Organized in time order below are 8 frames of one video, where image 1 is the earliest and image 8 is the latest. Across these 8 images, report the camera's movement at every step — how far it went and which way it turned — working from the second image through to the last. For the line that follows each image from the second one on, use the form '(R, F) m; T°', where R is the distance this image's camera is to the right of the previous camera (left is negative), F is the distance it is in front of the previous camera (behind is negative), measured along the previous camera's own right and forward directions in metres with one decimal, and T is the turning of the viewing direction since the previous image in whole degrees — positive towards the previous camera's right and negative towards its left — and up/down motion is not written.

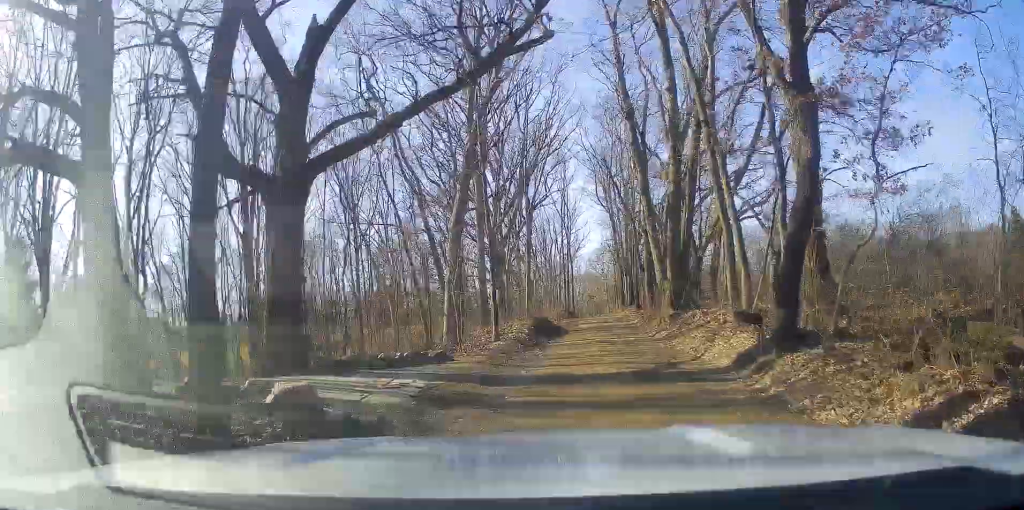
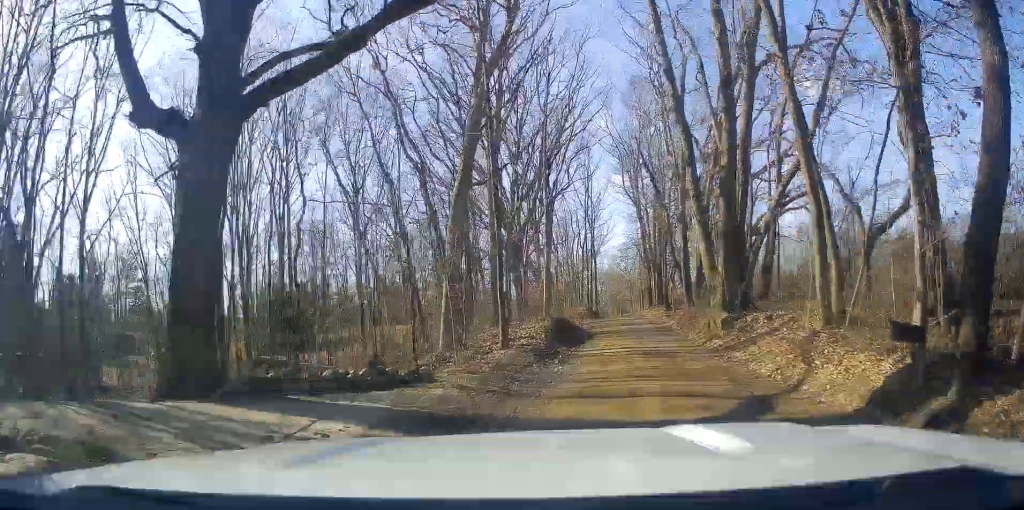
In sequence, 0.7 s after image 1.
(-0.2, +5.3) m; -2°
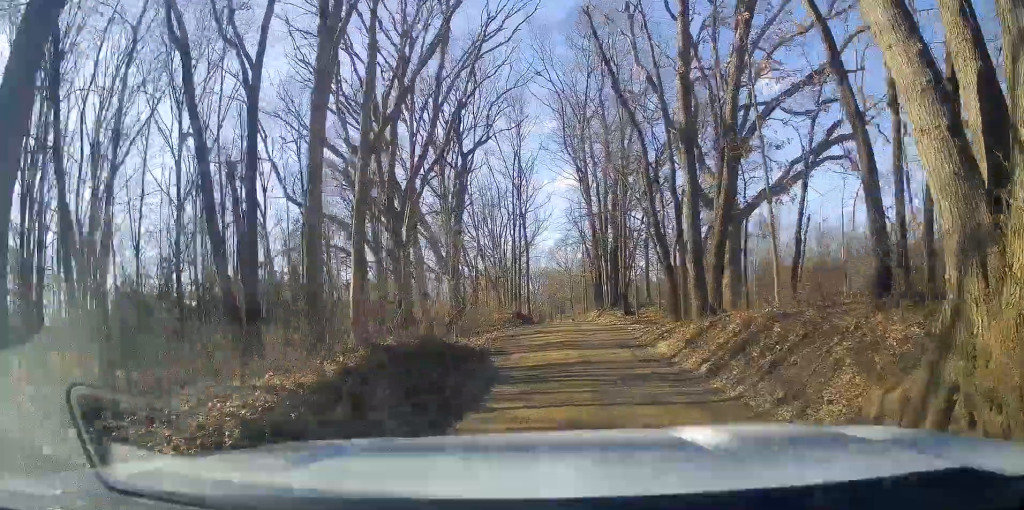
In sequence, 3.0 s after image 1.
(+0.4, +20.9) m; +1°
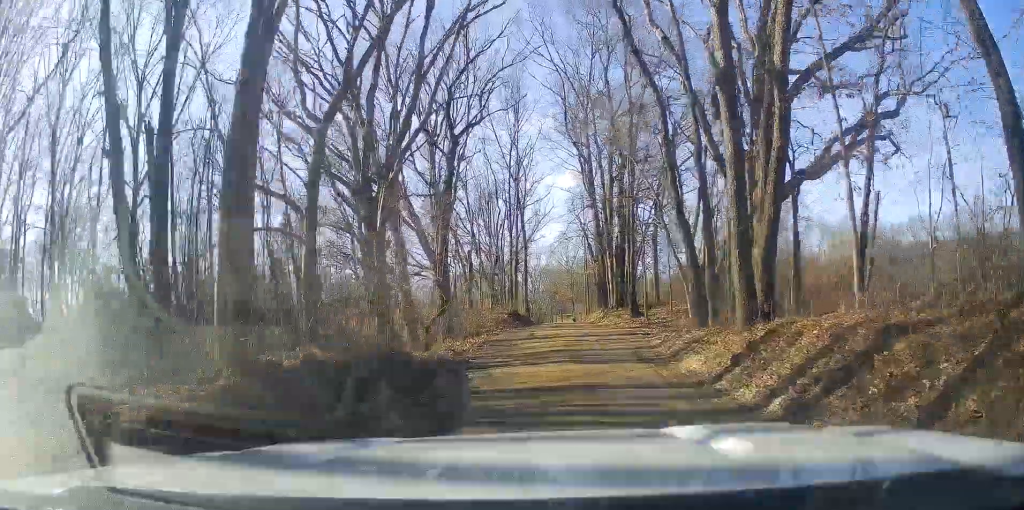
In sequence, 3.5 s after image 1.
(0.0, +5.7) m; -1°
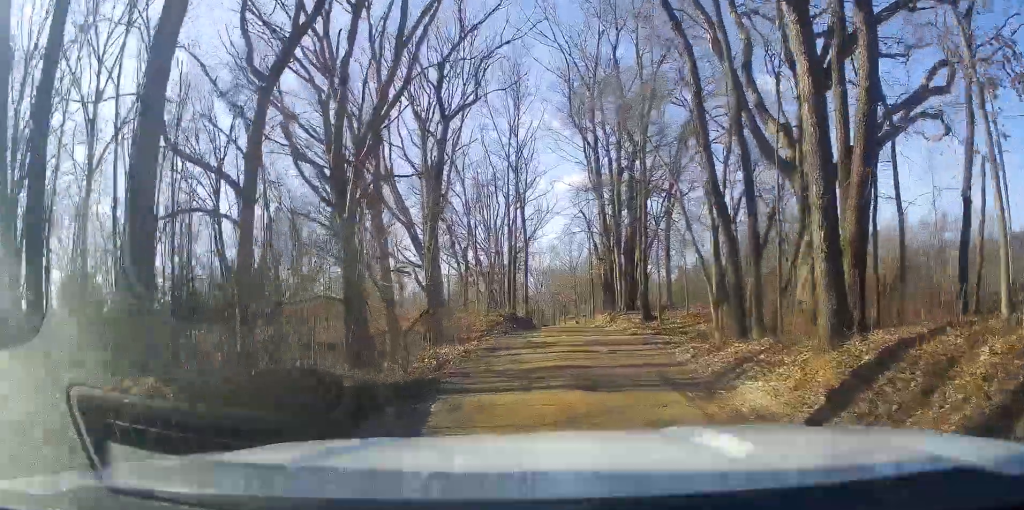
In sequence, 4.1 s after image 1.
(-0.1, +4.9) m; -1°
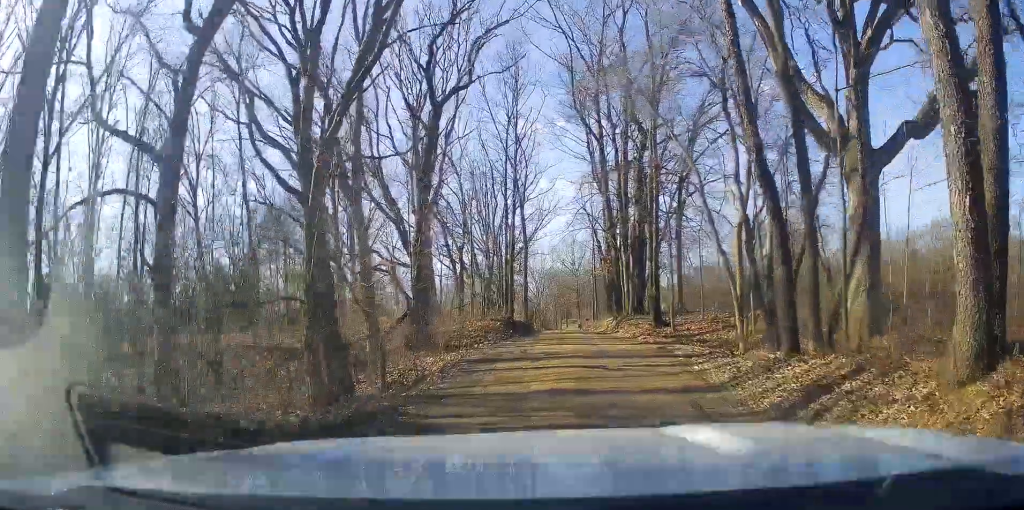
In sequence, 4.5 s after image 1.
(-0.1, +3.8) m; 0°
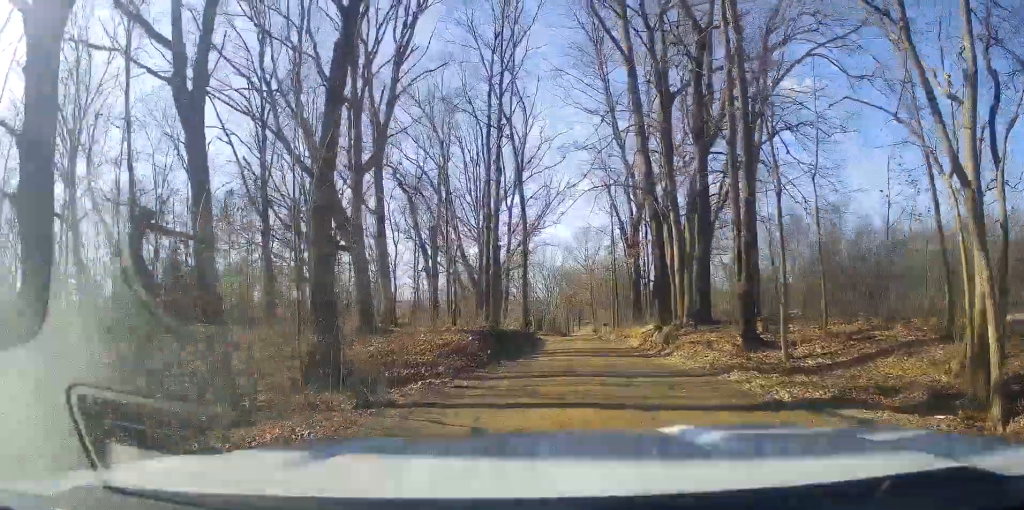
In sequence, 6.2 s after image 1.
(+0.5, +14.4) m; +2°
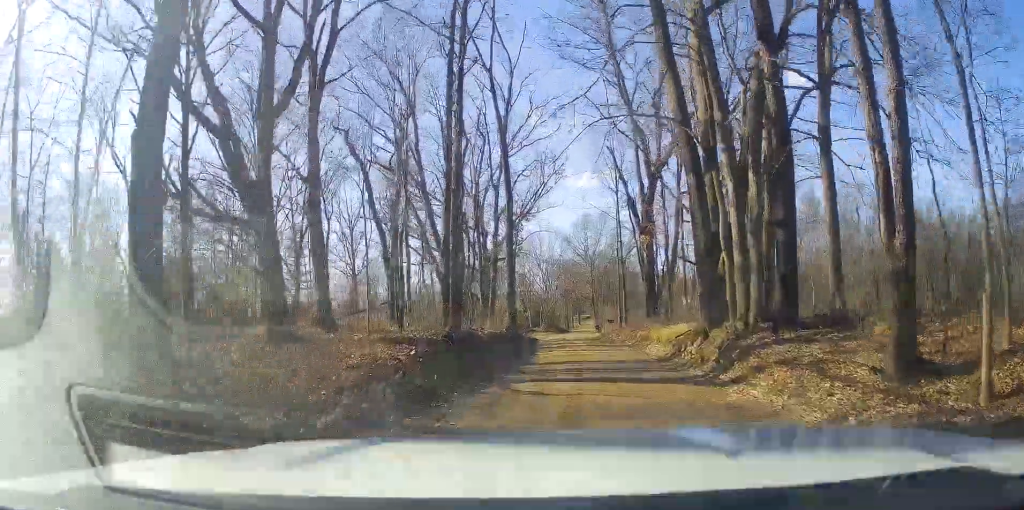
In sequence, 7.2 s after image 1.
(-0.1, +8.4) m; -1°
